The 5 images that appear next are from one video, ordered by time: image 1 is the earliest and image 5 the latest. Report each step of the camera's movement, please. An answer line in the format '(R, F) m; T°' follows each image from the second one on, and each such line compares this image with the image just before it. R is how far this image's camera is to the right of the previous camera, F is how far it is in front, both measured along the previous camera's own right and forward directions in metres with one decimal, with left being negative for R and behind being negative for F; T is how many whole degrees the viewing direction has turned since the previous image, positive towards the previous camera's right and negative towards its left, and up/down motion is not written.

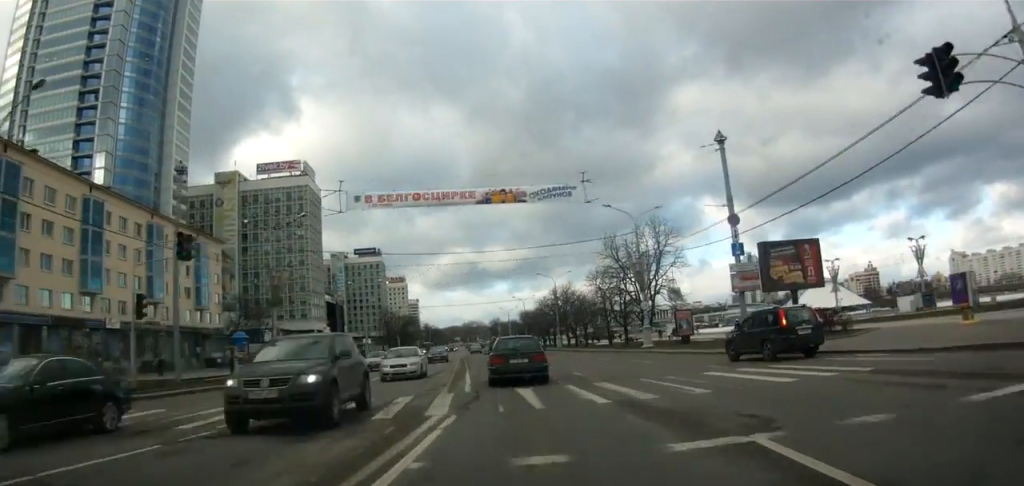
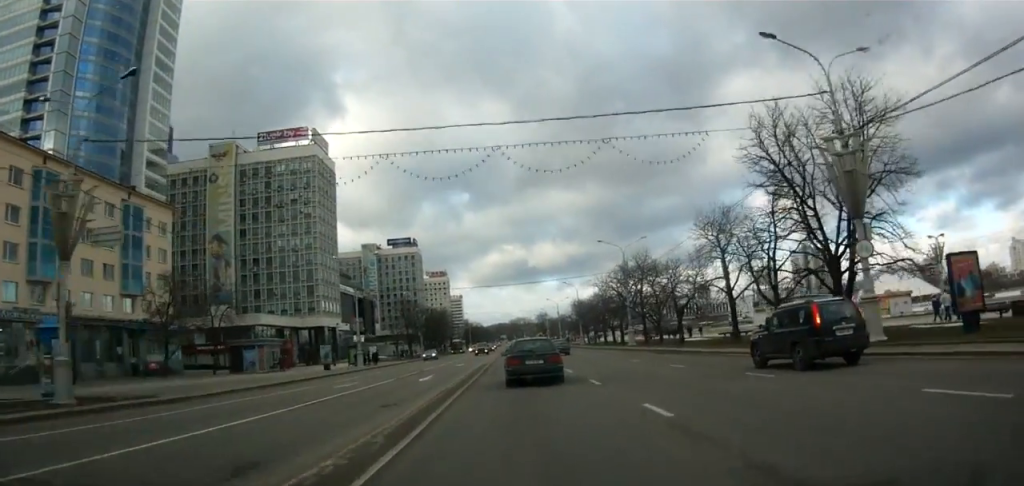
(-0.7, +26.5) m; -4°
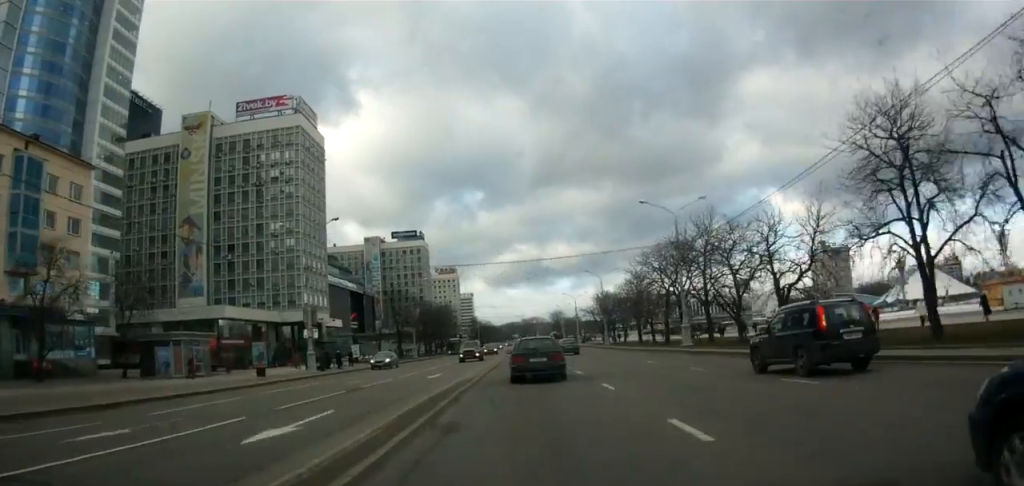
(-0.4, +17.6) m; -1°
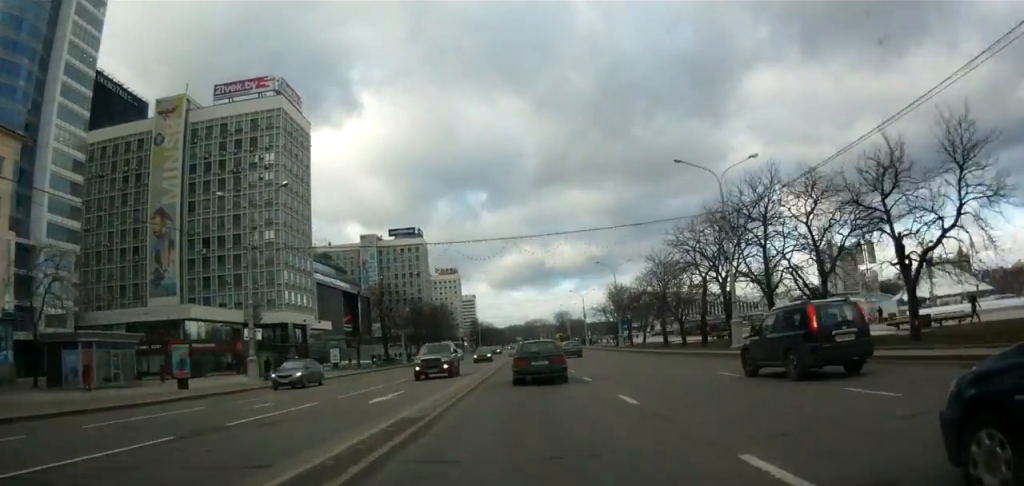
(+0.1, +10.8) m; +1°
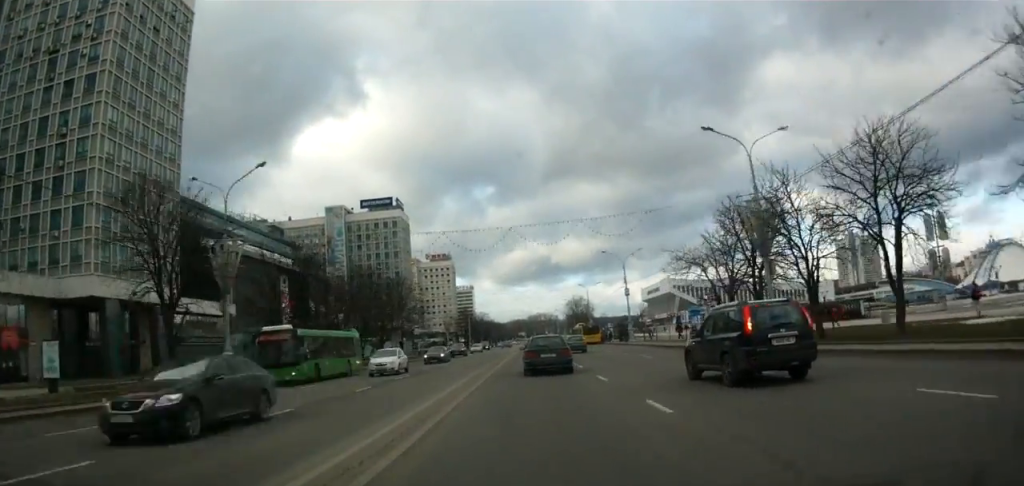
(-0.7, +49.6) m; -2°
